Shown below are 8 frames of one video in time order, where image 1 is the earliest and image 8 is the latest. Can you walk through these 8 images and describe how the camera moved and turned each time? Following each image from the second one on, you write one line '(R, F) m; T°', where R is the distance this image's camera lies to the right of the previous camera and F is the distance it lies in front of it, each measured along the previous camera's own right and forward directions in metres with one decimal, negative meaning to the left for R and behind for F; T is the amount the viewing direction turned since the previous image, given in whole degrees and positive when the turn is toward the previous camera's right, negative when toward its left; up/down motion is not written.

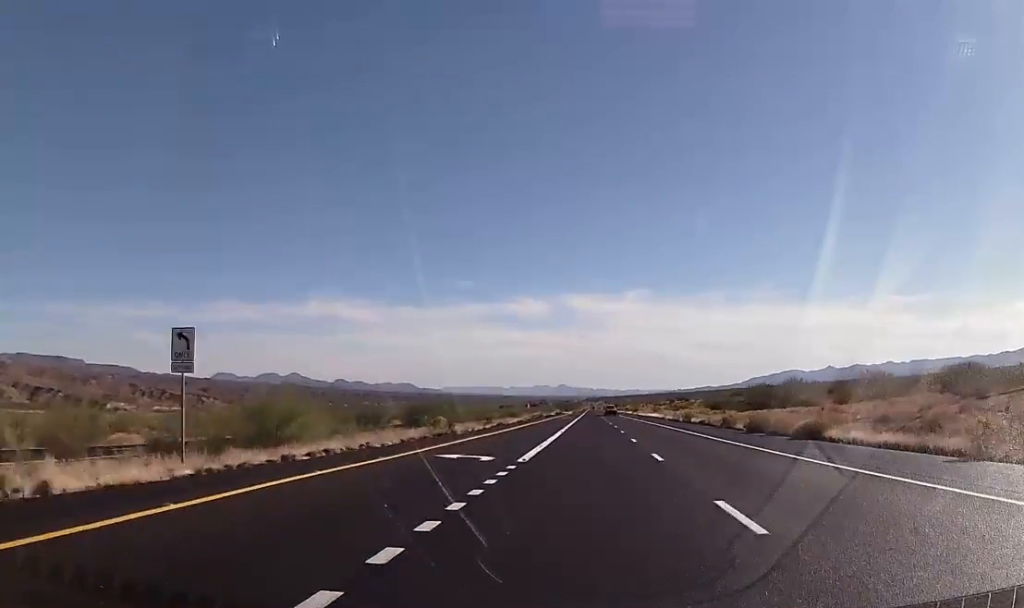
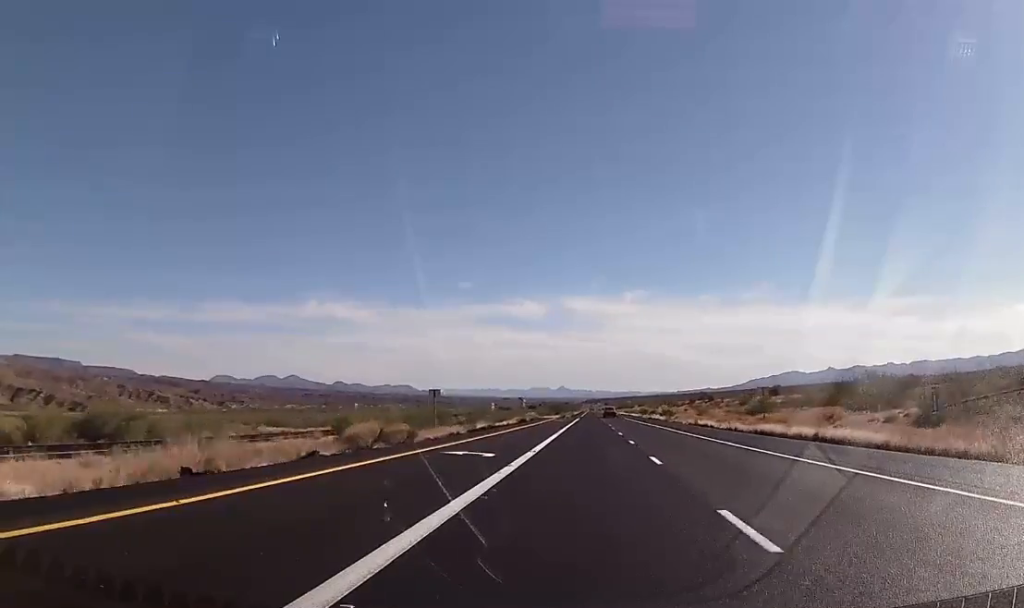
(0.0, +85.8) m; 0°
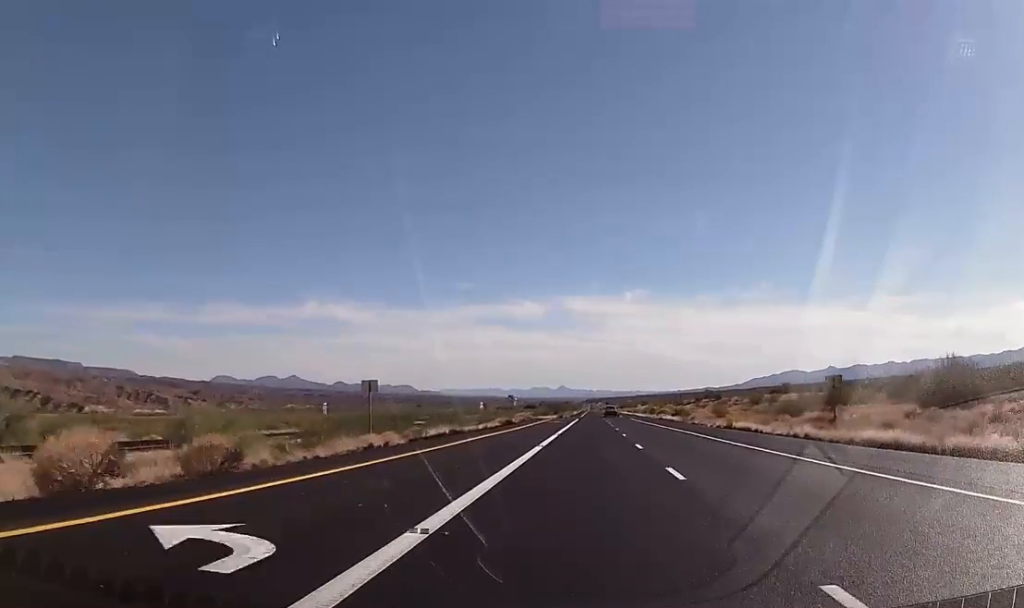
(0.0, +16.7) m; 0°
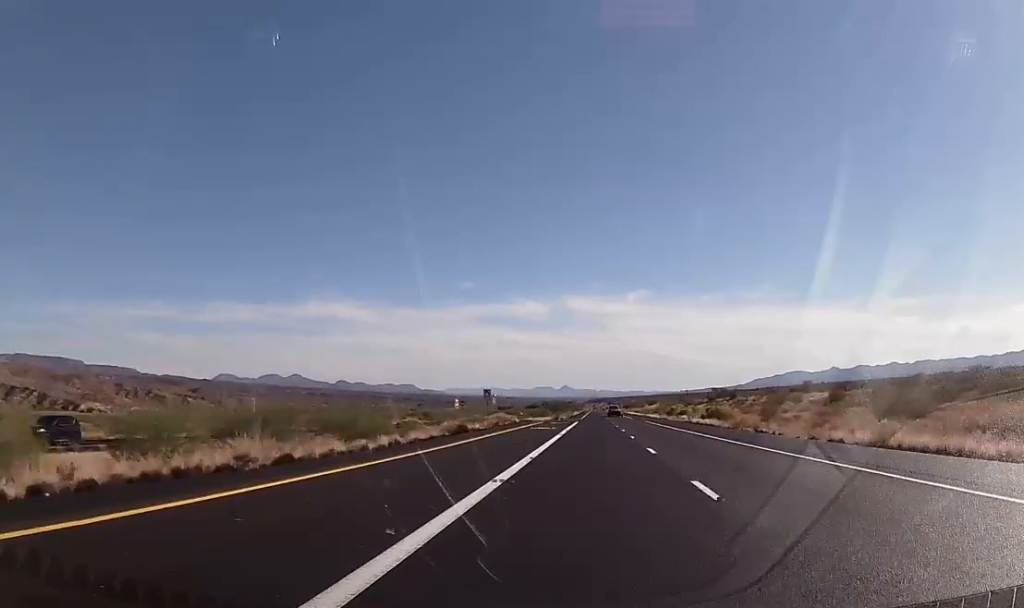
(-0.1, +27.8) m; 0°
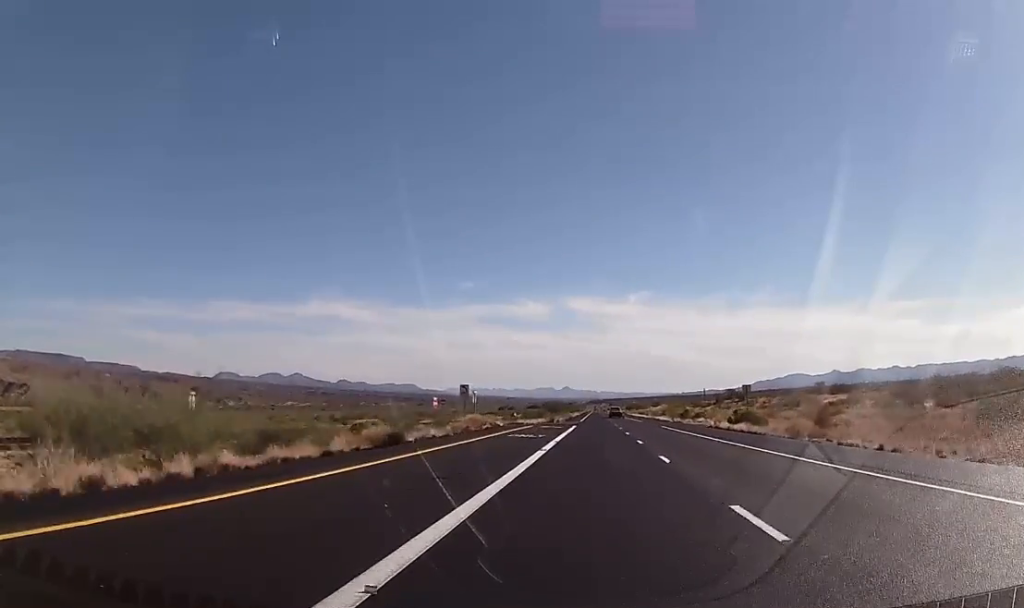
(-0.1, +15.5) m; 0°
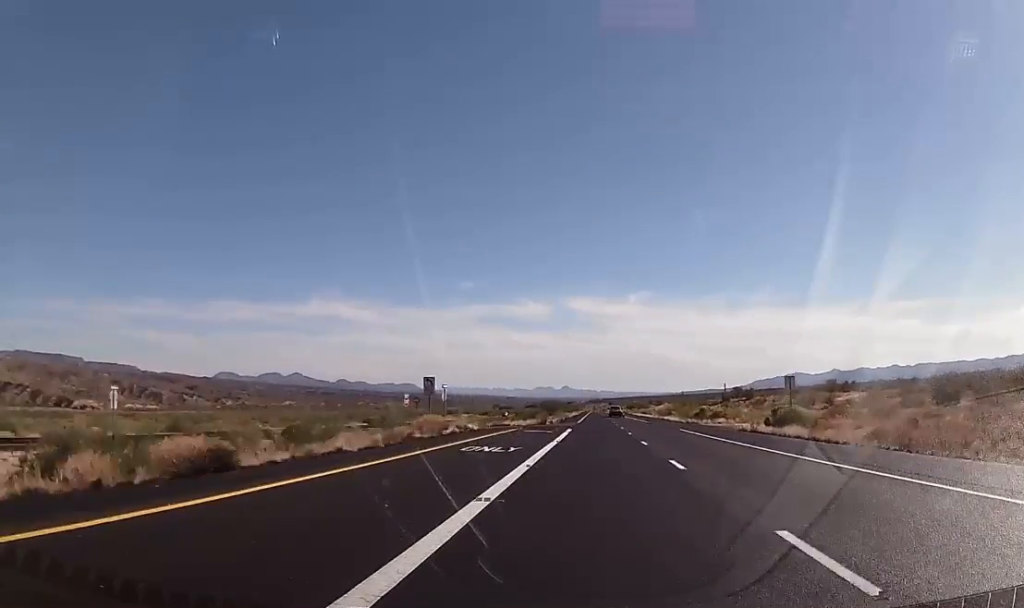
(+0.1, +14.5) m; 0°
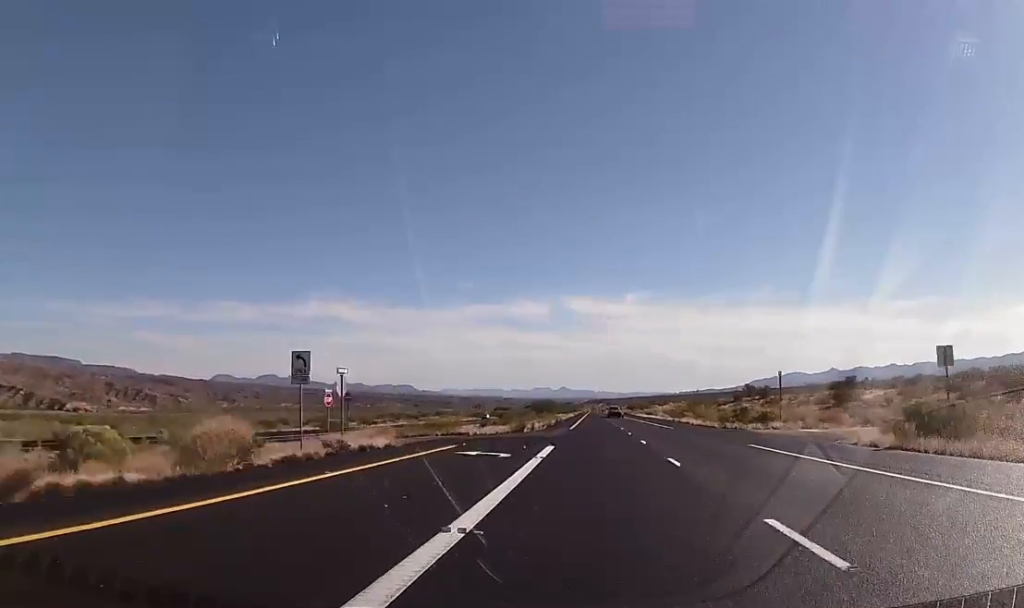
(+0.1, +23.4) m; 0°
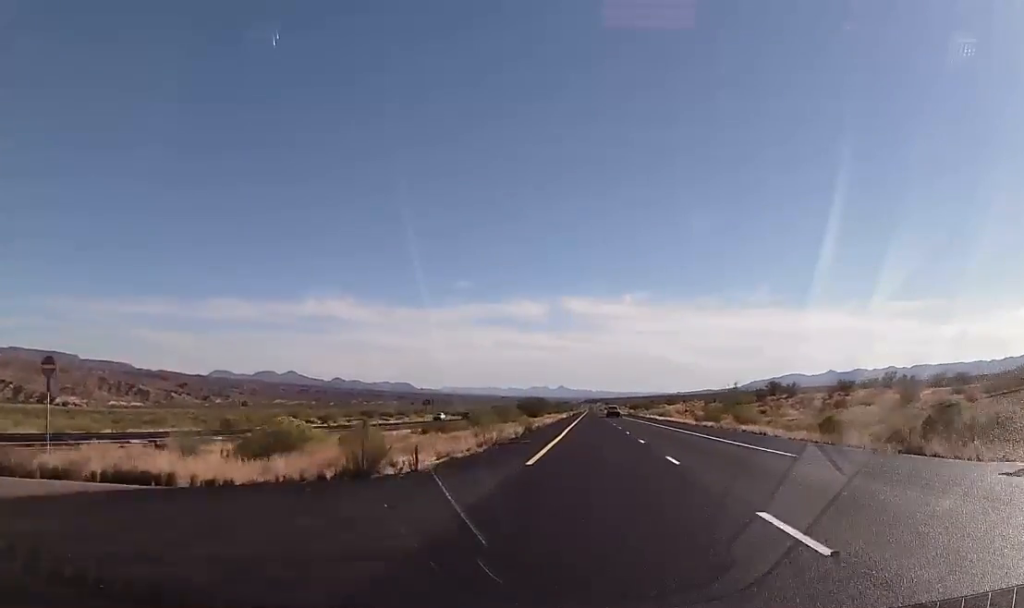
(0.0, +35.5) m; 0°
